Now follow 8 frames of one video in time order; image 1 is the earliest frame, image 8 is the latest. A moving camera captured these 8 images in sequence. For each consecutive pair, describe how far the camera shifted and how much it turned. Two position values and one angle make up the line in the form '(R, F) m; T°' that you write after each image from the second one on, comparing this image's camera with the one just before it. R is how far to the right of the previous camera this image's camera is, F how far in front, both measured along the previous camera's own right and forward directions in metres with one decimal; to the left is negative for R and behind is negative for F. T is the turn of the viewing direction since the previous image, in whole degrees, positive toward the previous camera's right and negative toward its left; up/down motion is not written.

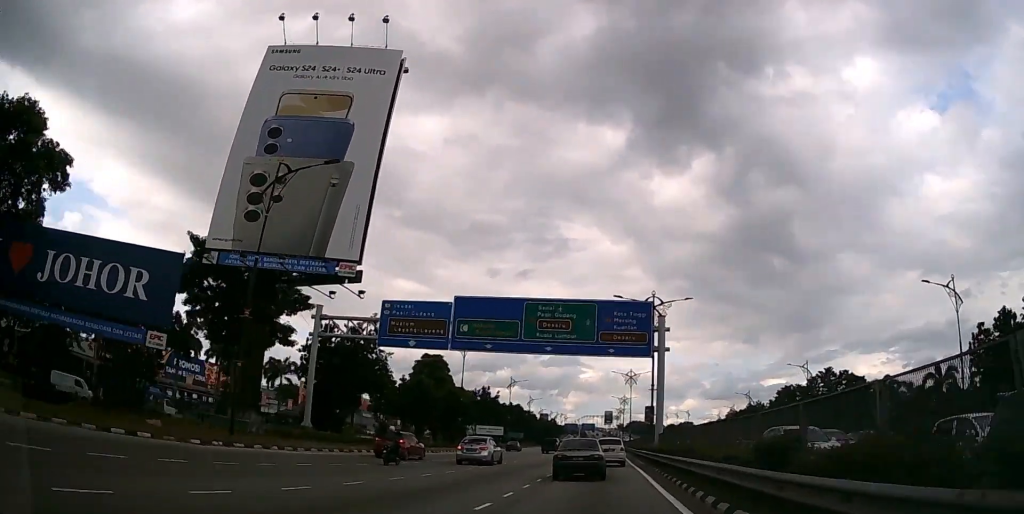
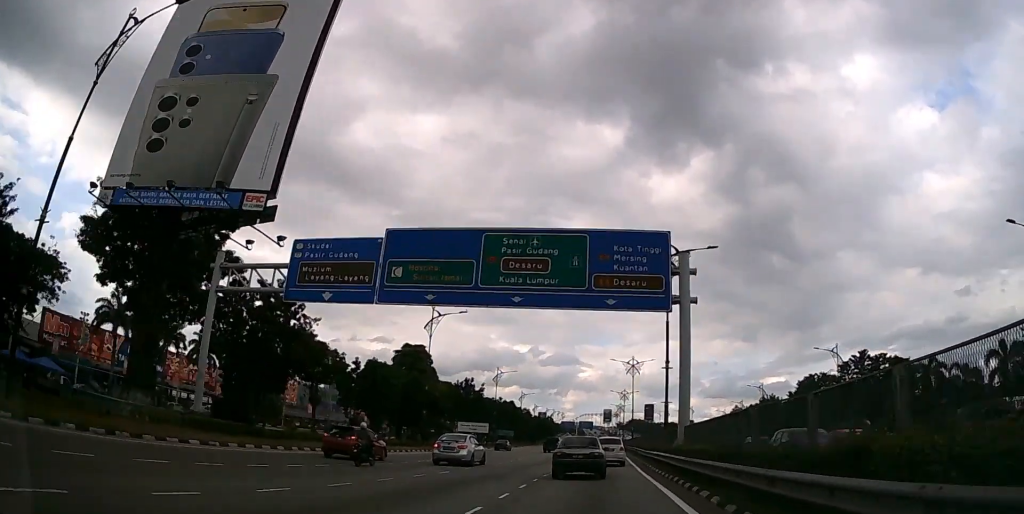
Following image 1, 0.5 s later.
(0.0, +11.6) m; 0°
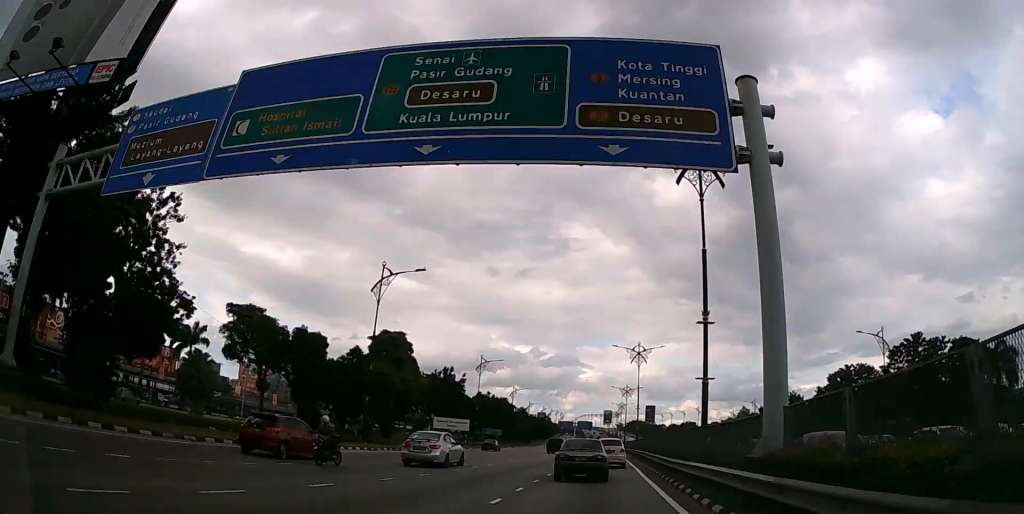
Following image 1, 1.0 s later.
(0.0, +13.1) m; 0°
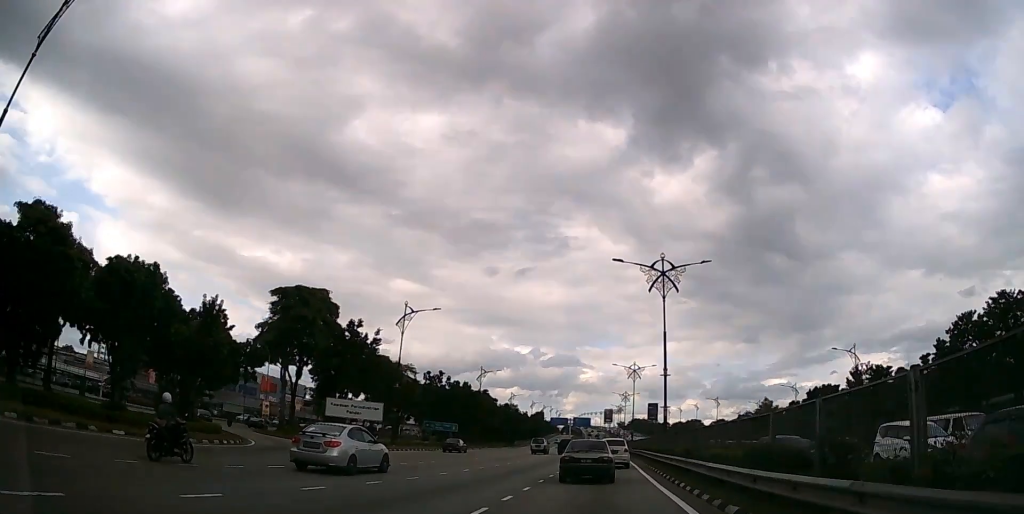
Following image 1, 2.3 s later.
(0.0, +29.6) m; 0°
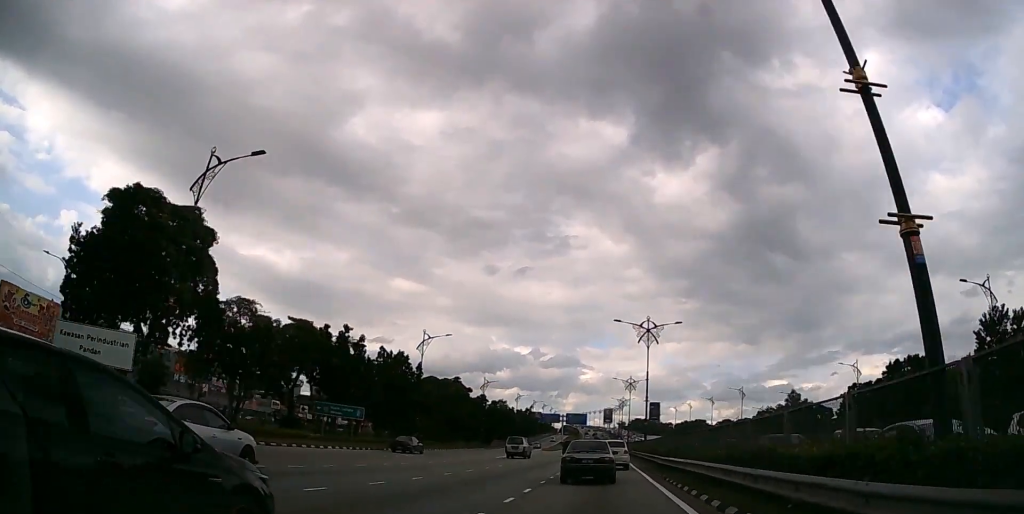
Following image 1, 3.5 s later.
(0.0, +29.0) m; 0°
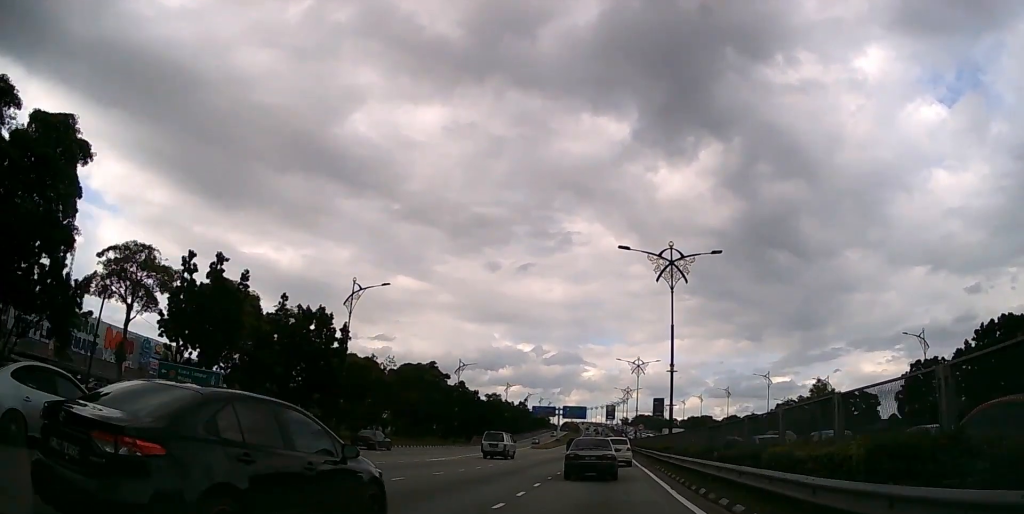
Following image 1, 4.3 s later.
(0.0, +17.8) m; 0°
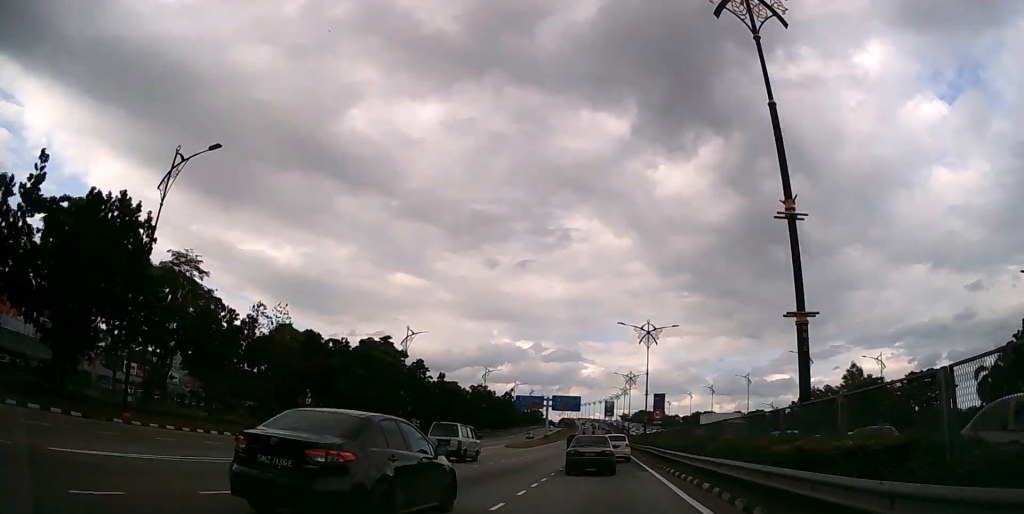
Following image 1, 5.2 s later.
(0.0, +22.0) m; 0°
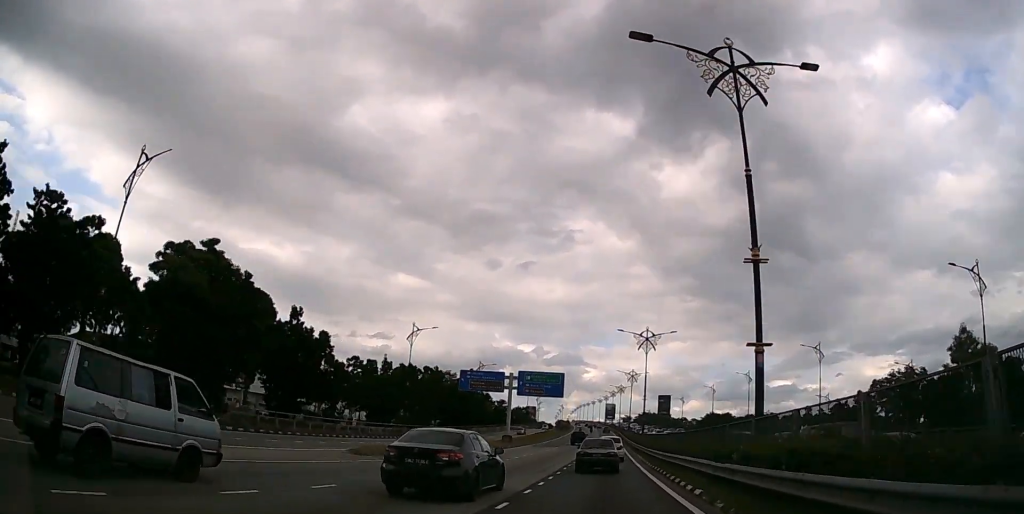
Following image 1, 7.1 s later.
(+0.1, +41.7) m; 0°
